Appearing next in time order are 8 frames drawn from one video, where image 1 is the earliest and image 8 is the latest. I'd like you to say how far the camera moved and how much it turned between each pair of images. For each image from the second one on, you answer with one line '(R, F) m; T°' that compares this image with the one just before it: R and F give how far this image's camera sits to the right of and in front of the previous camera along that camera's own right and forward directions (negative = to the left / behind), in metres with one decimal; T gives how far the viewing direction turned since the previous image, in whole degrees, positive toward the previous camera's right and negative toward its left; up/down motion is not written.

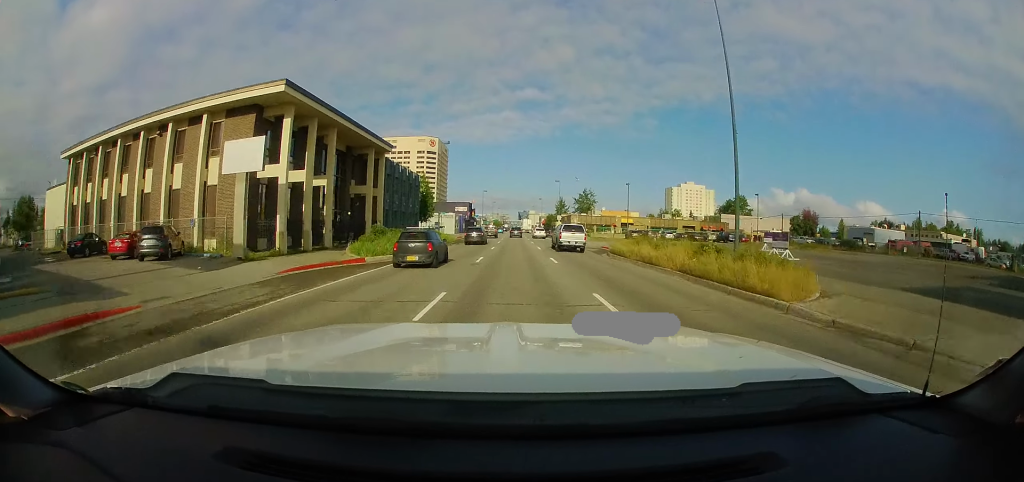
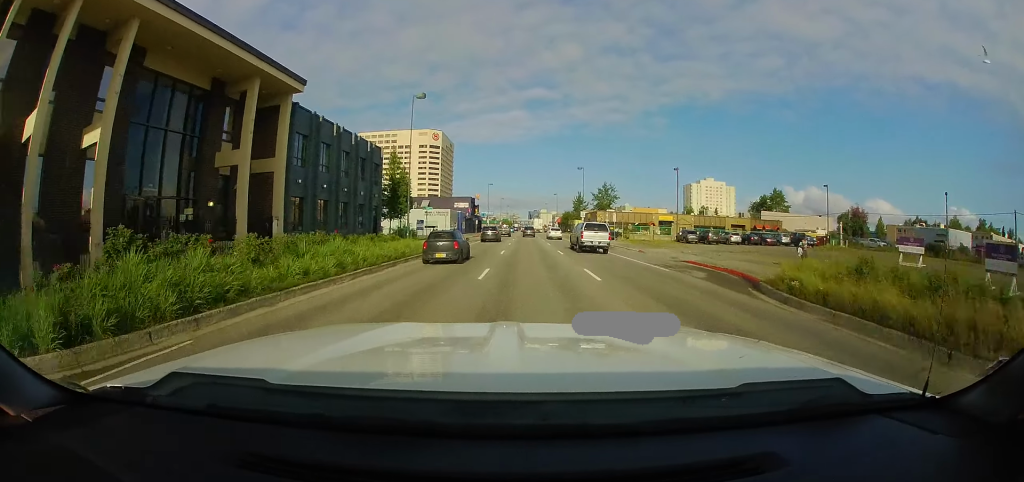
(+0.2, +19.0) m; -1°
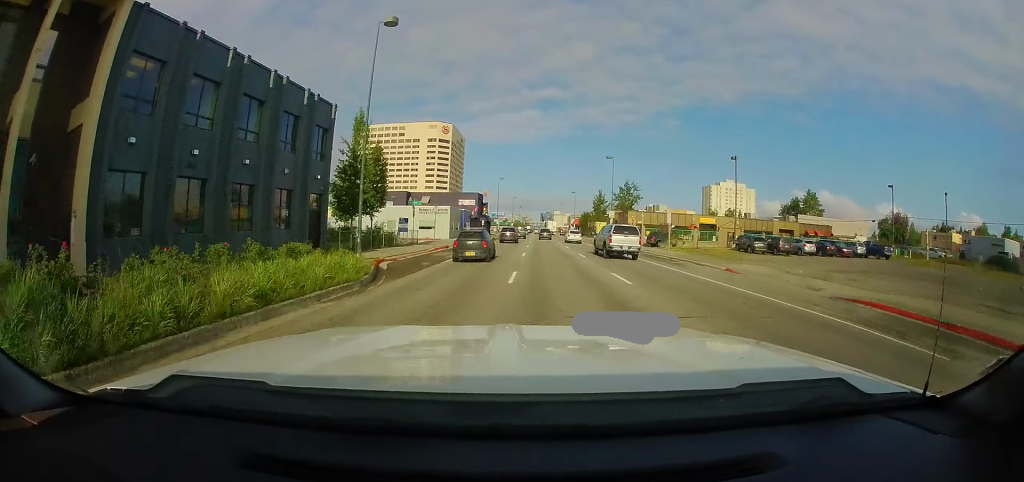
(-0.3, +12.7) m; -1°
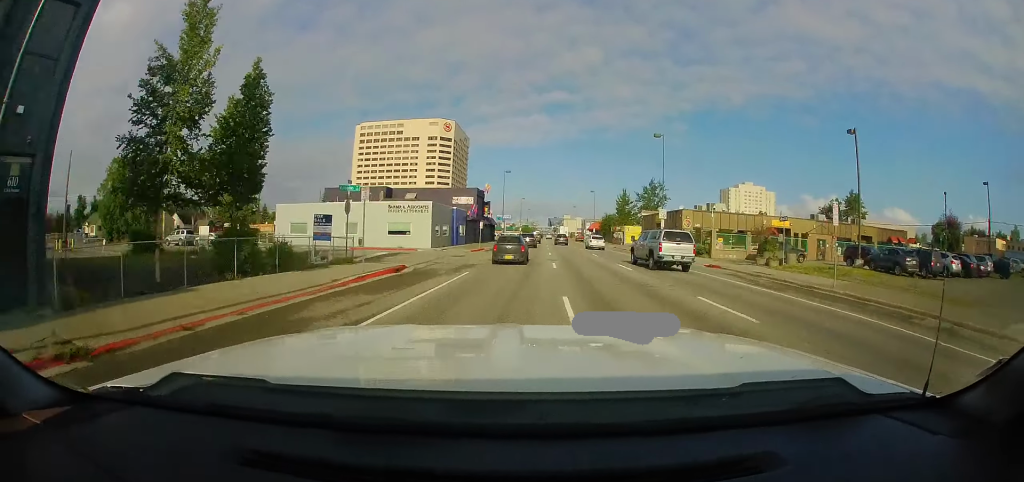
(+0.1, +17.6) m; +1°
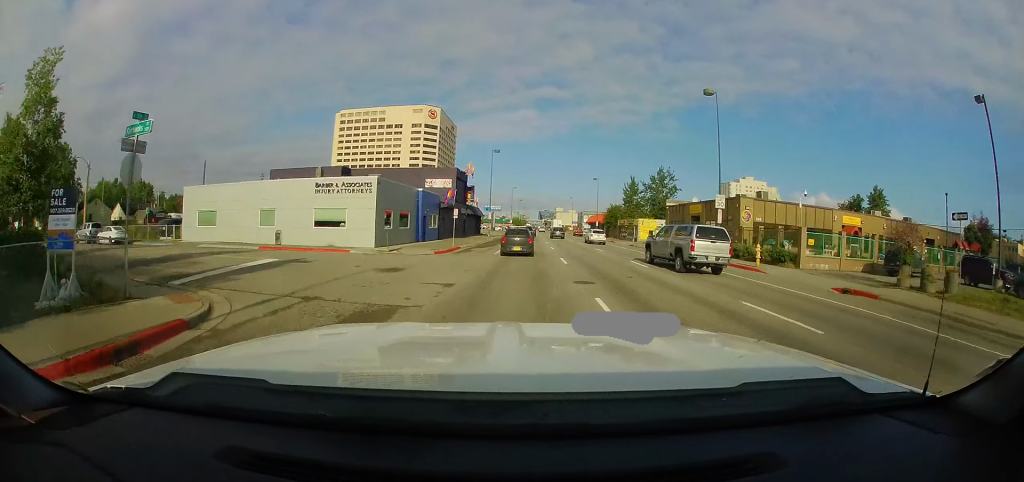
(+0.1, +13.6) m; 0°
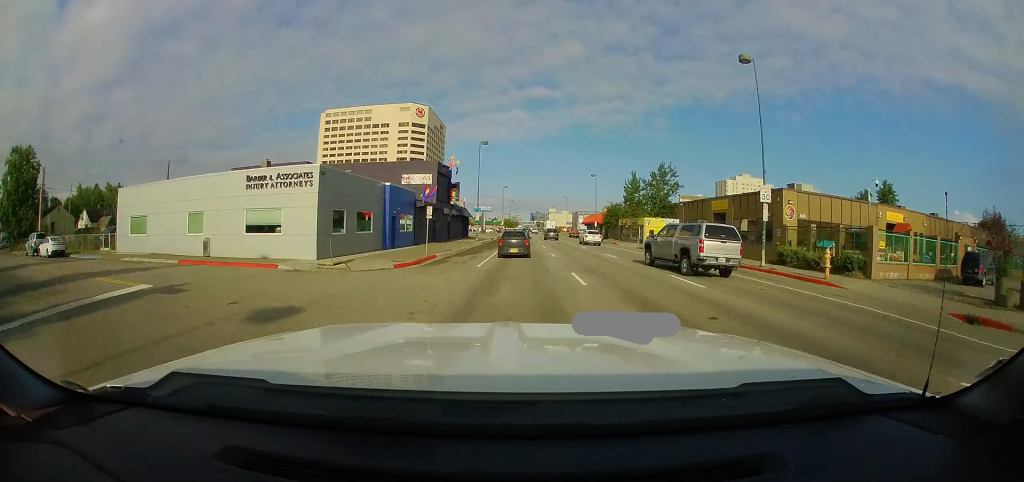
(0.0, +6.7) m; 0°
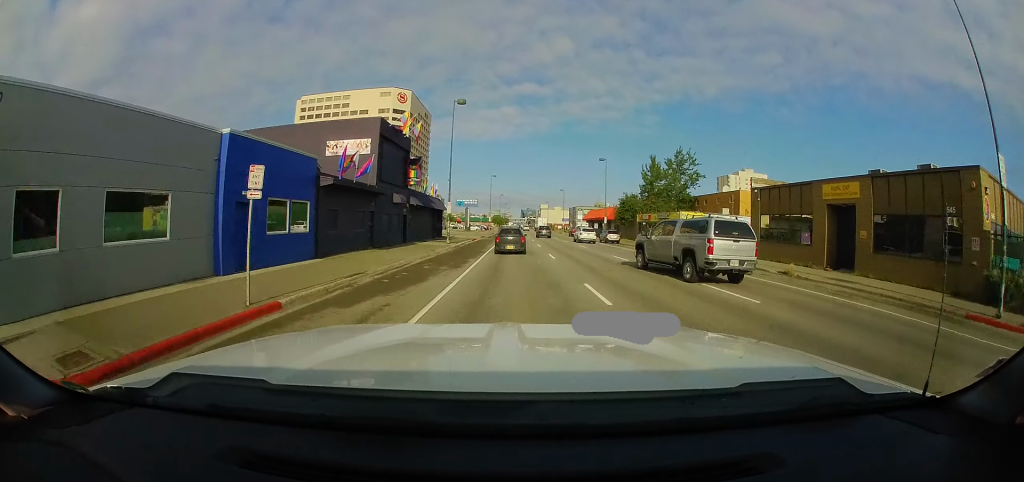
(0.0, +15.8) m; +1°
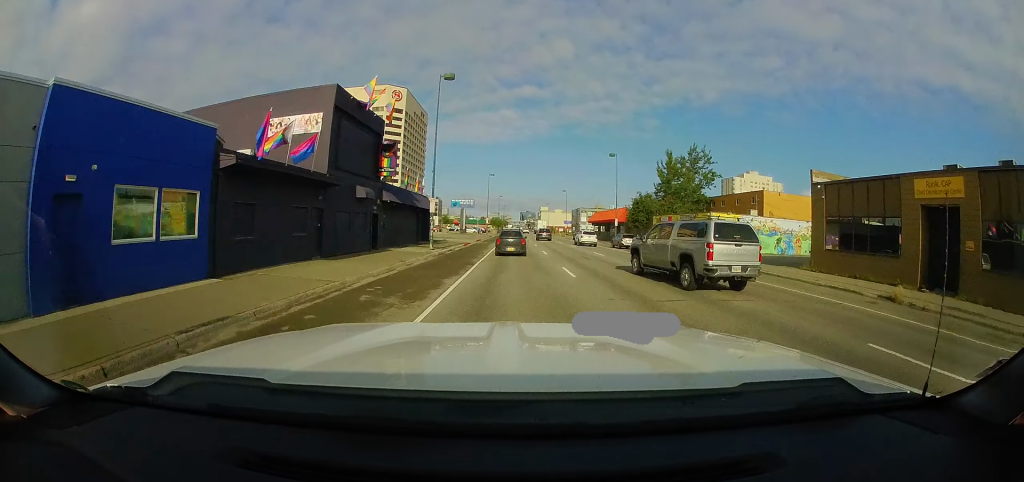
(0.0, +7.0) m; +1°
